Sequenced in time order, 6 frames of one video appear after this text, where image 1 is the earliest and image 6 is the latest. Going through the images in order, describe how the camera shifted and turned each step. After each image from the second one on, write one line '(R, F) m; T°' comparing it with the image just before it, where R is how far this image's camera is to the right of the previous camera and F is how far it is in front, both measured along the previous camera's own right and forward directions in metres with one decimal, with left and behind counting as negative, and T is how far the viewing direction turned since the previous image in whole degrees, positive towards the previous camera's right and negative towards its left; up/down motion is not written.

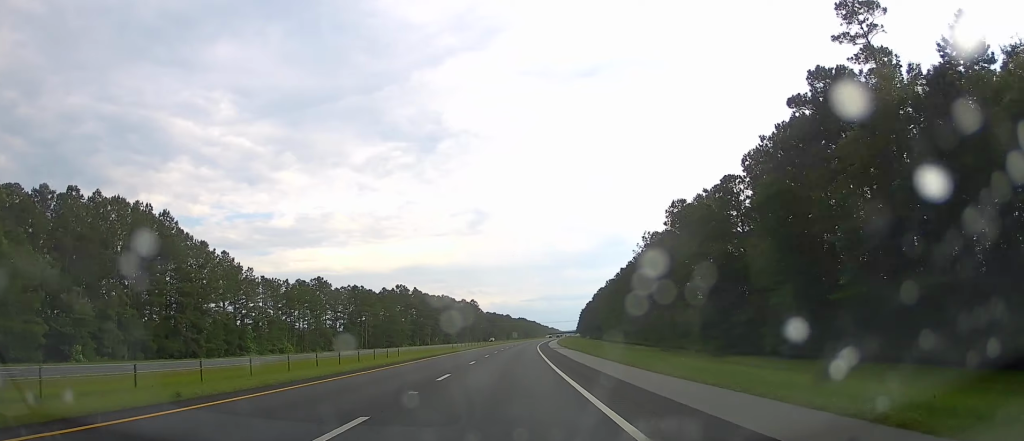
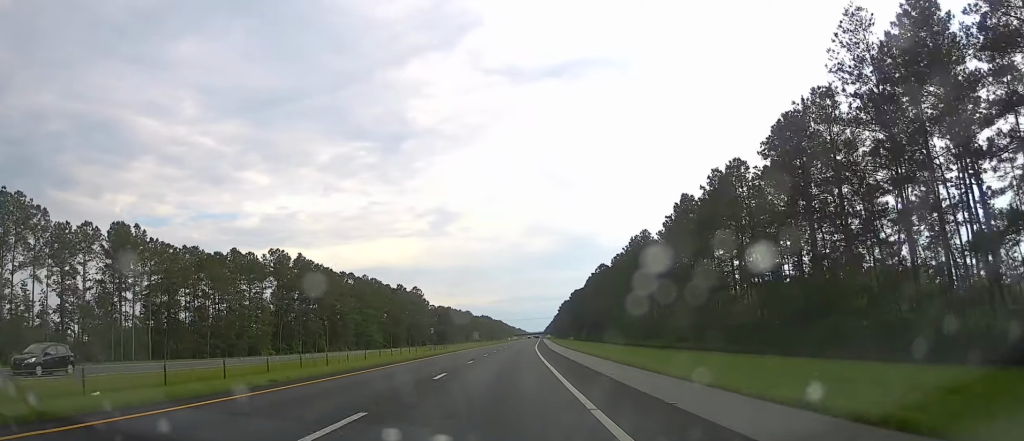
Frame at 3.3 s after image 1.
(+3.2, +108.8) m; +3°
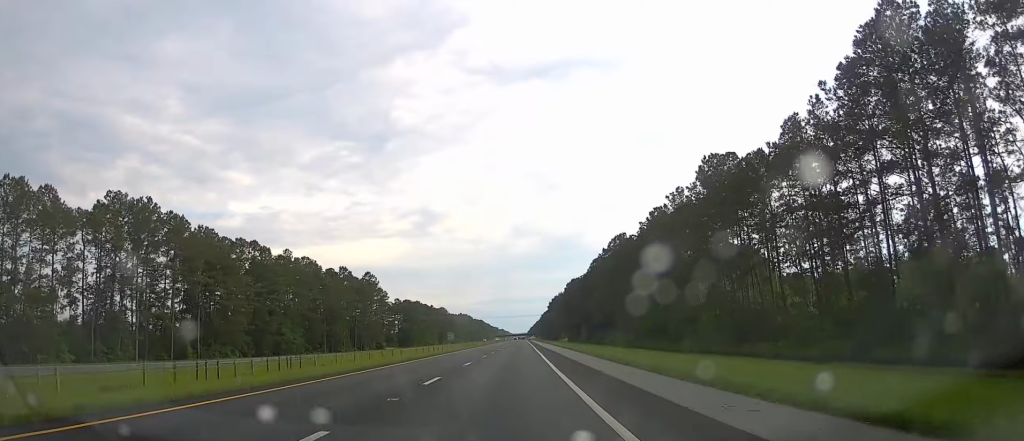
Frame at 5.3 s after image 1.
(+1.2, +63.2) m; +2°
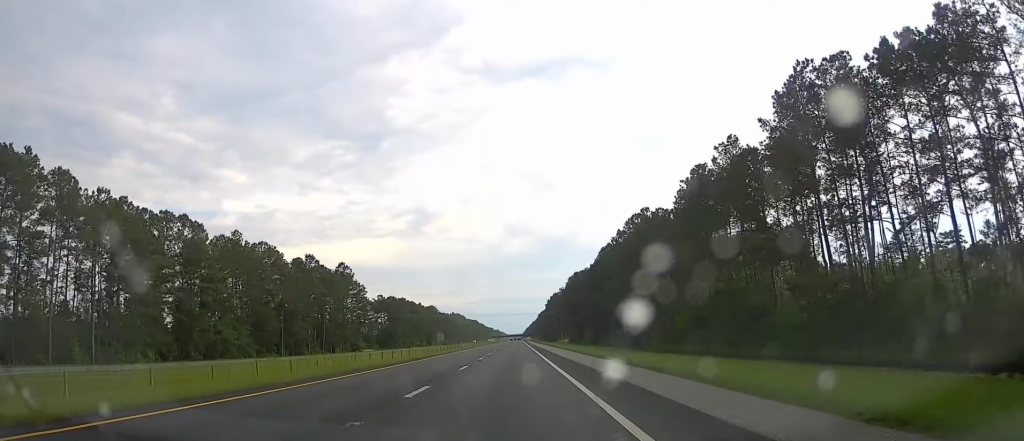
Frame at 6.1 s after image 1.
(+0.1, +28.4) m; +1°
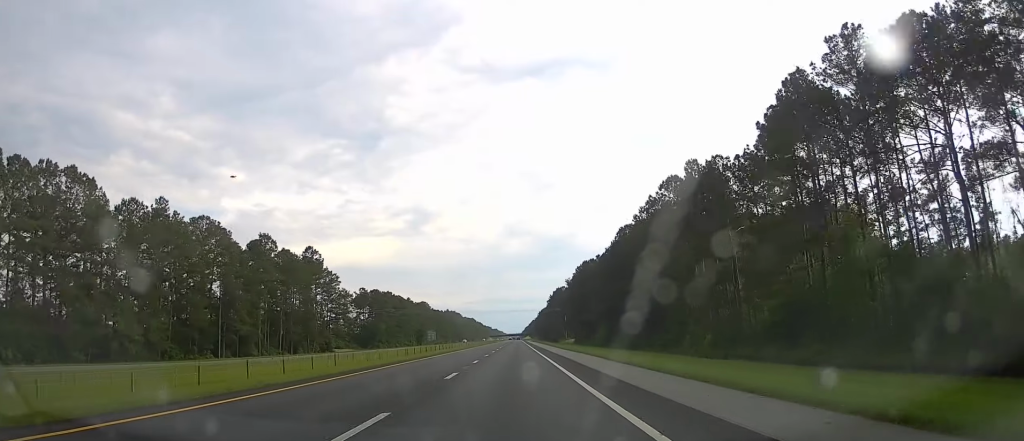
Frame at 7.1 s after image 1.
(+0.1, +30.5) m; 0°
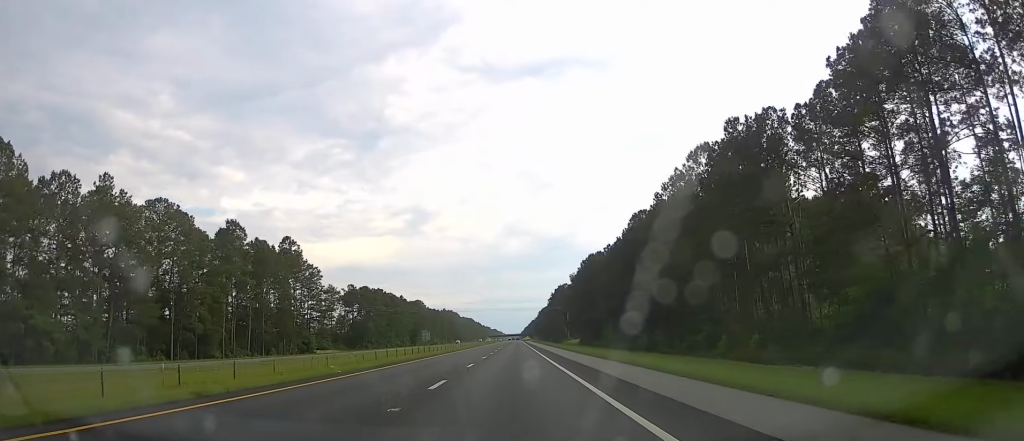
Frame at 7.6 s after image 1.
(+0.2, +16.3) m; 0°
